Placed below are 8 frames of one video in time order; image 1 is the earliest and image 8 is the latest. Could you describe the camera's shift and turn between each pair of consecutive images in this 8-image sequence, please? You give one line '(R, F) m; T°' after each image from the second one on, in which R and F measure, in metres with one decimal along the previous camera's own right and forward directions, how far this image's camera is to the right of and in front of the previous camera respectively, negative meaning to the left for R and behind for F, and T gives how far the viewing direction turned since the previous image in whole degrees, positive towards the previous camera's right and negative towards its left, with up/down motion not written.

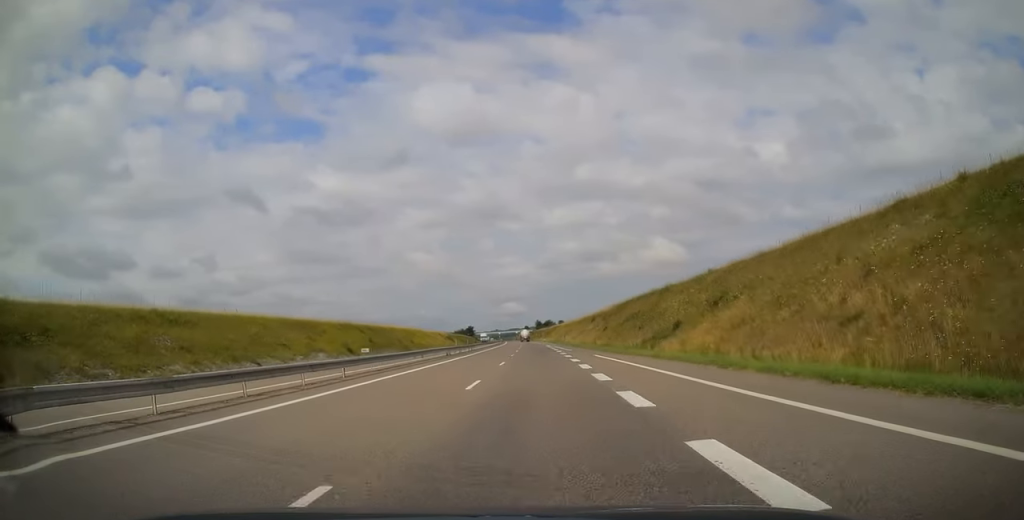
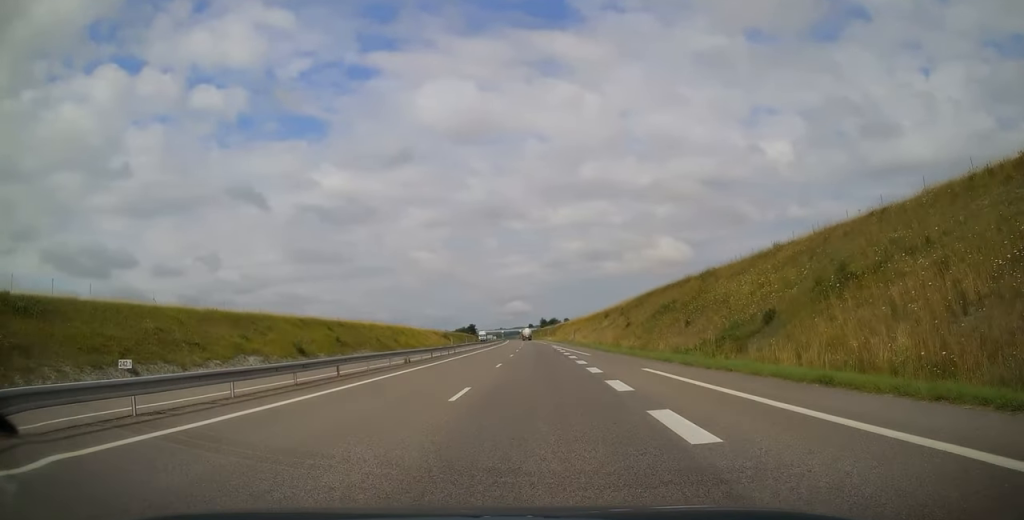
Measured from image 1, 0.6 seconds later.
(+0.2, +16.6) m; 0°
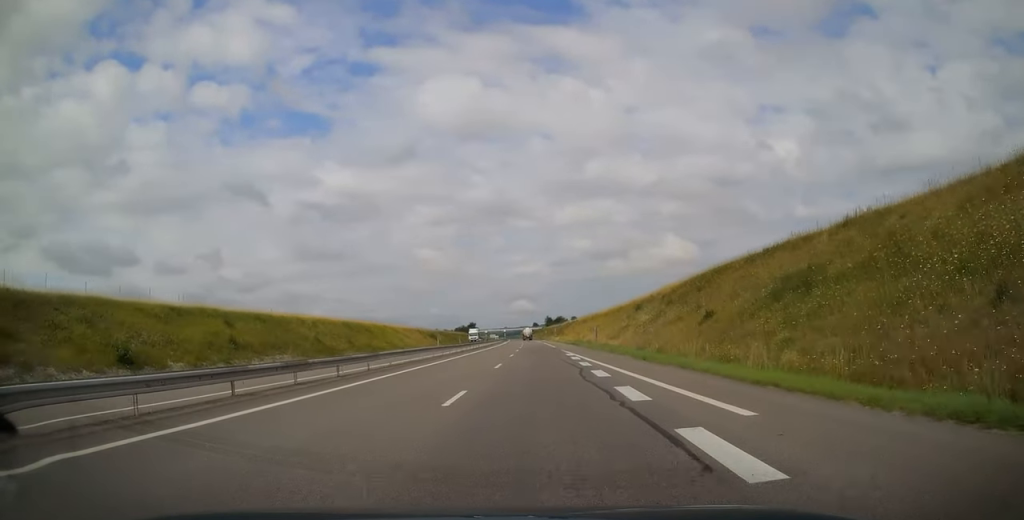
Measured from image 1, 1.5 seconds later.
(-0.3, +27.9) m; -1°
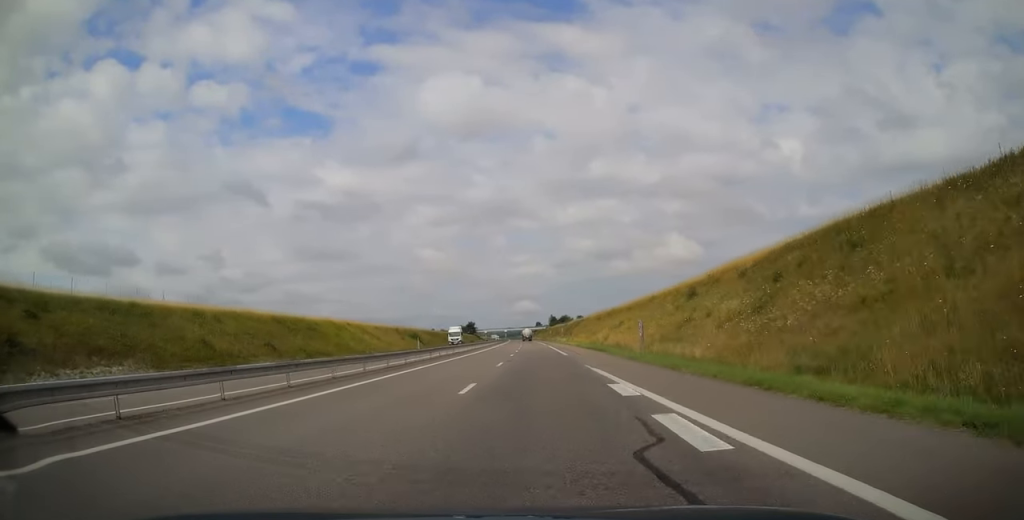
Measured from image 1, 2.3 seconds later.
(-0.2, +24.5) m; -1°
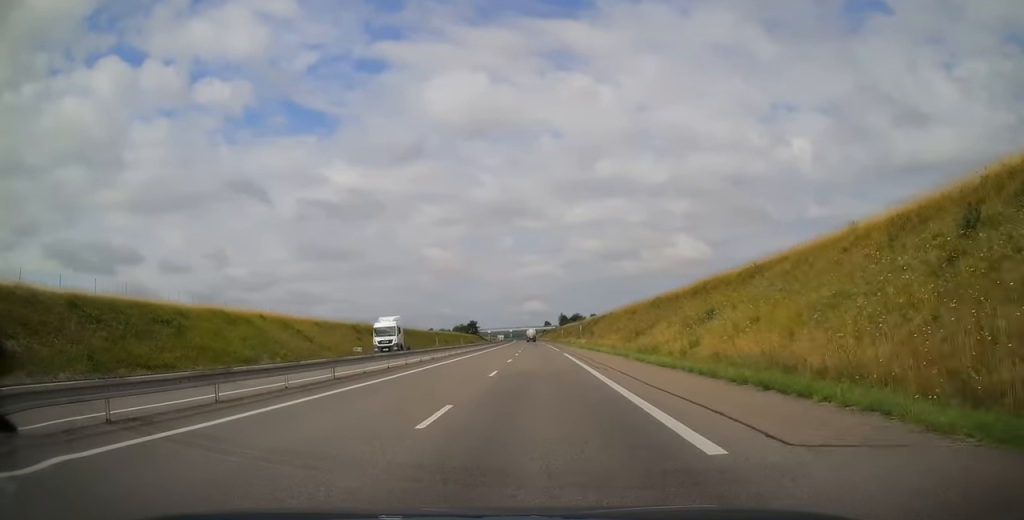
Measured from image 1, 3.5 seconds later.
(-0.1, +32.3) m; 0°
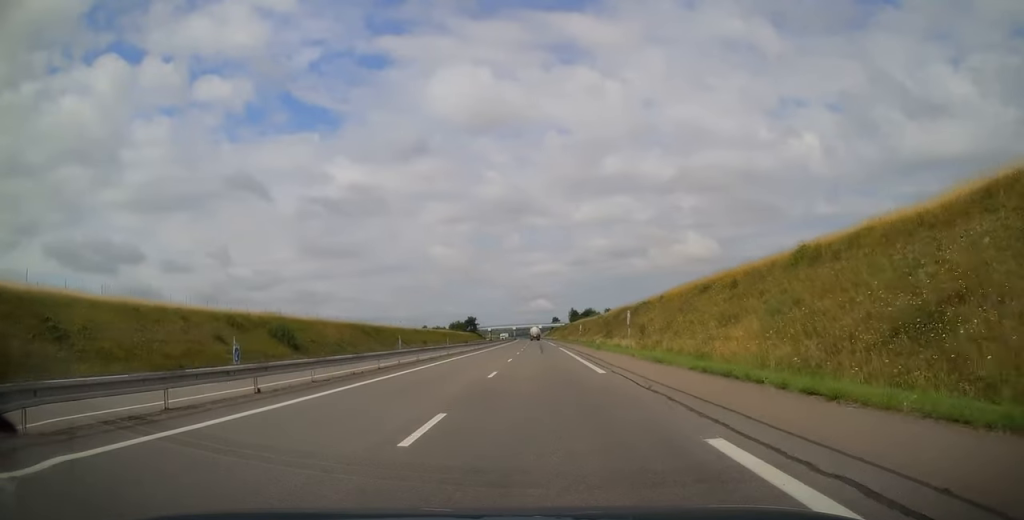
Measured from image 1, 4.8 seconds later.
(-0.2, +38.2) m; -1°
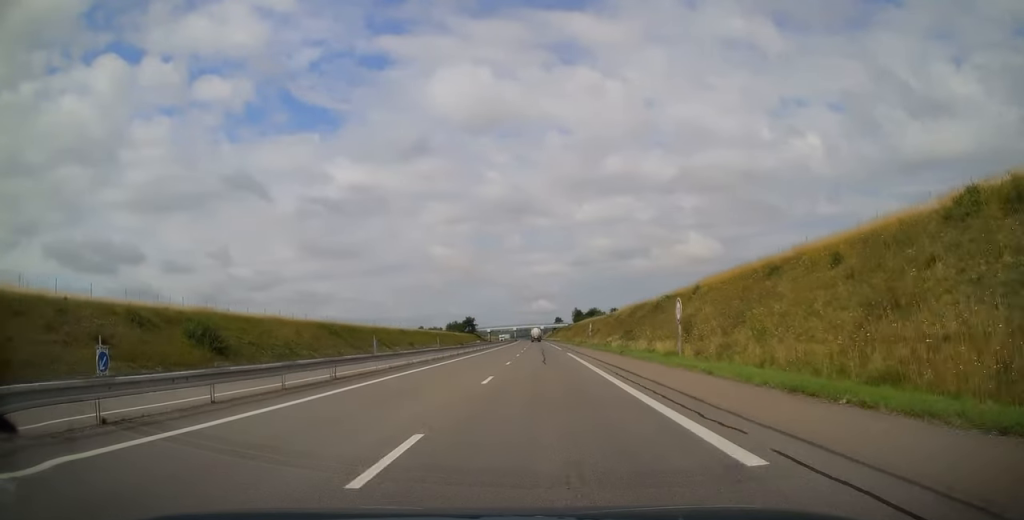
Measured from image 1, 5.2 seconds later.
(0.0, +14.2) m; 0°
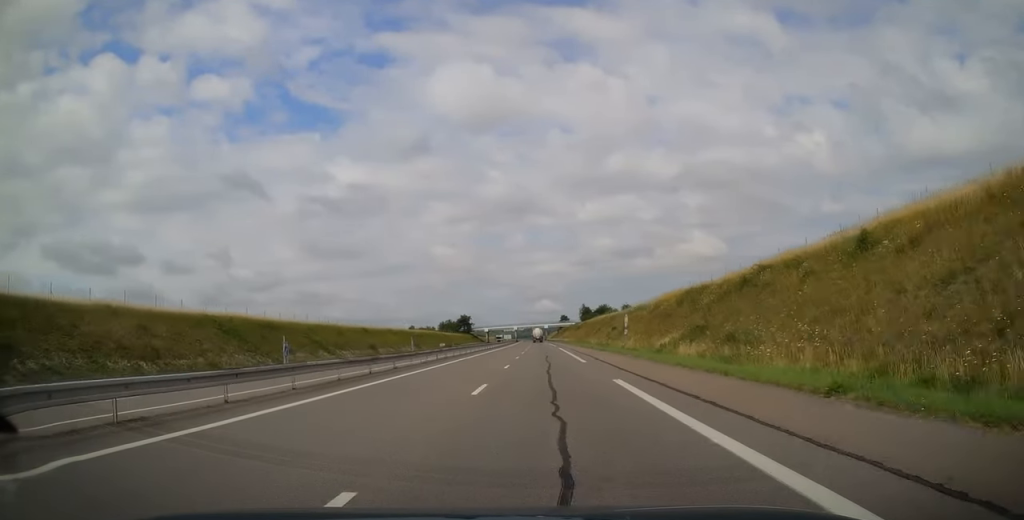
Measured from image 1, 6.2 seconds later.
(0.0, +27.4) m; 0°
